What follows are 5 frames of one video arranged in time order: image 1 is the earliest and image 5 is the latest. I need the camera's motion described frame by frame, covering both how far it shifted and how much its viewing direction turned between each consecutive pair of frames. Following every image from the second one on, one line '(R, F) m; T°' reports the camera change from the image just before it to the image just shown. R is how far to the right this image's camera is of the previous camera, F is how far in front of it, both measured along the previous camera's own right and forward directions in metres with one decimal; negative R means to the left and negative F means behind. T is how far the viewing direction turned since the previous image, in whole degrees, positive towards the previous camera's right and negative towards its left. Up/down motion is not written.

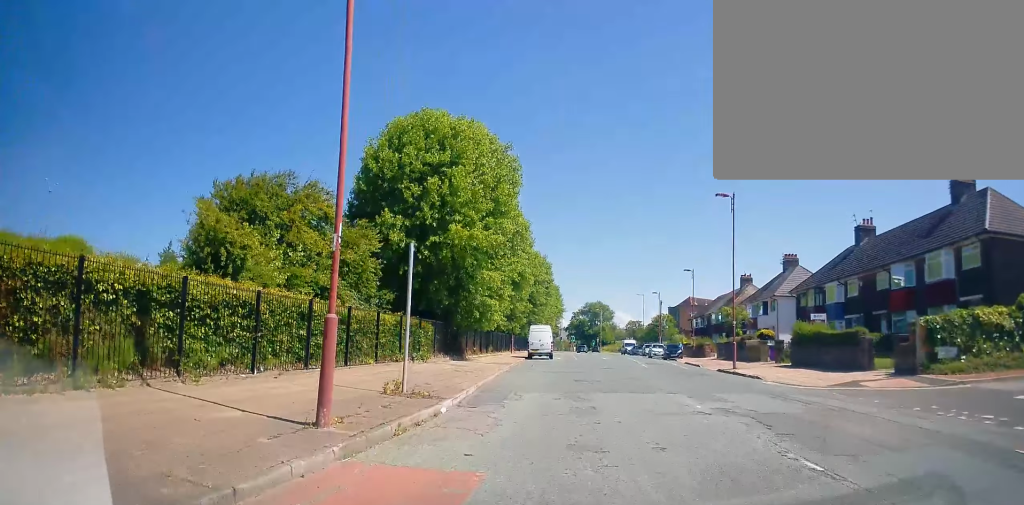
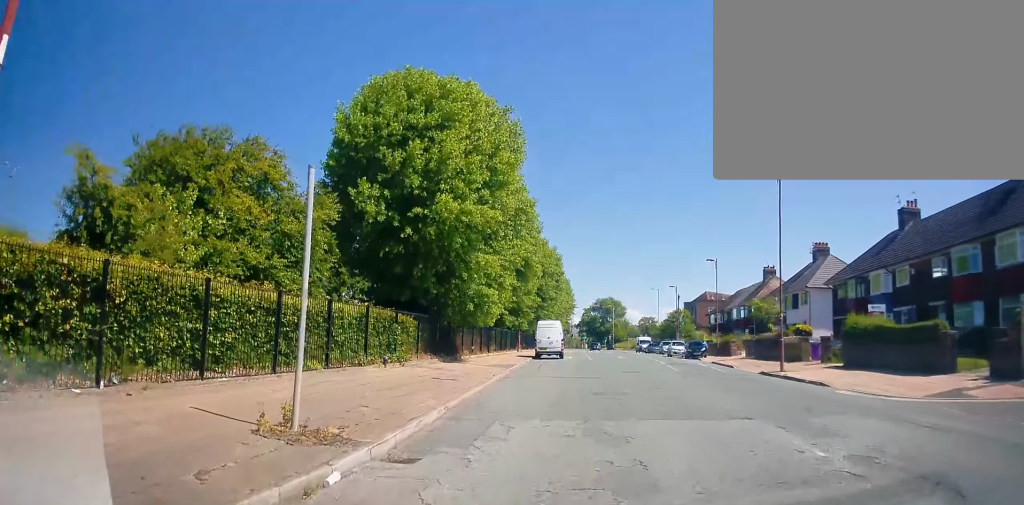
(+0.1, +5.5) m; +2°
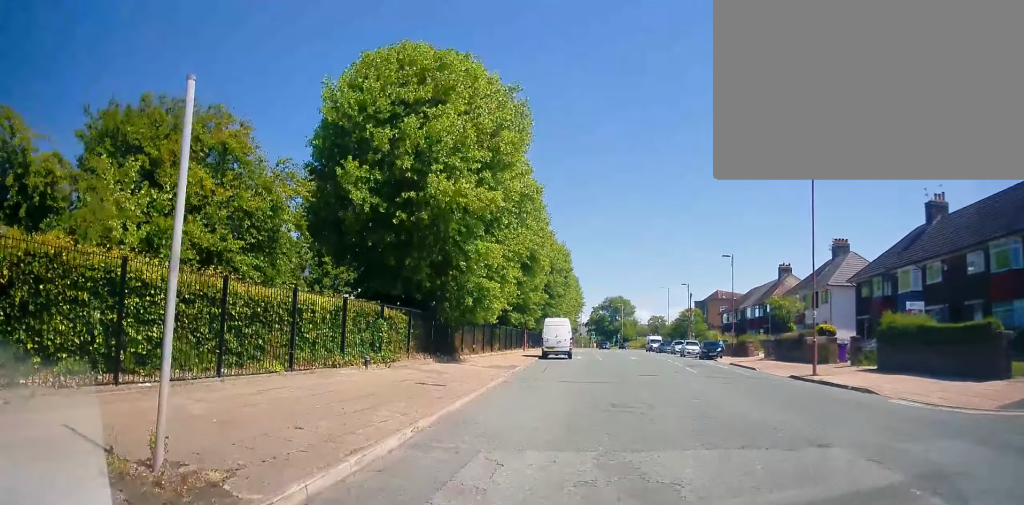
(+0.1, +2.8) m; 0°
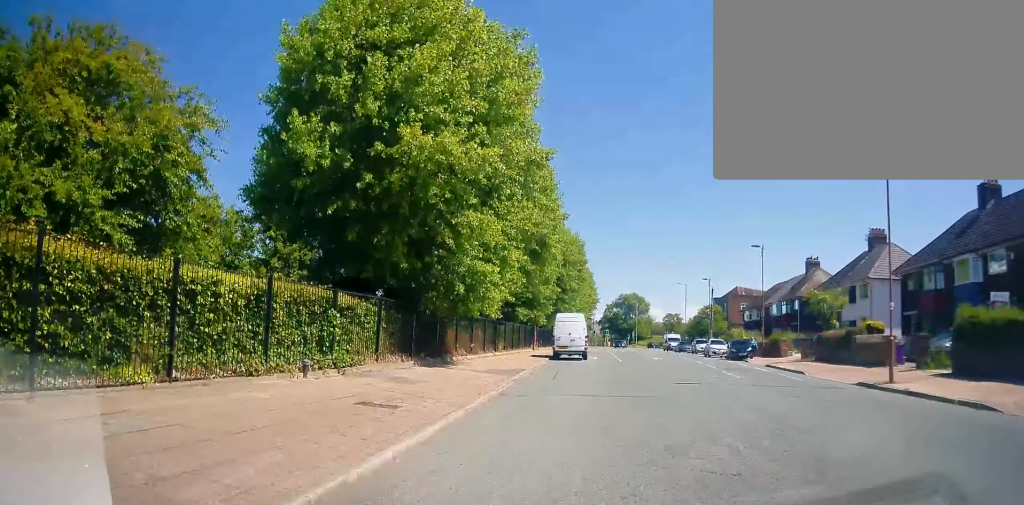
(-0.2, +5.1) m; -4°
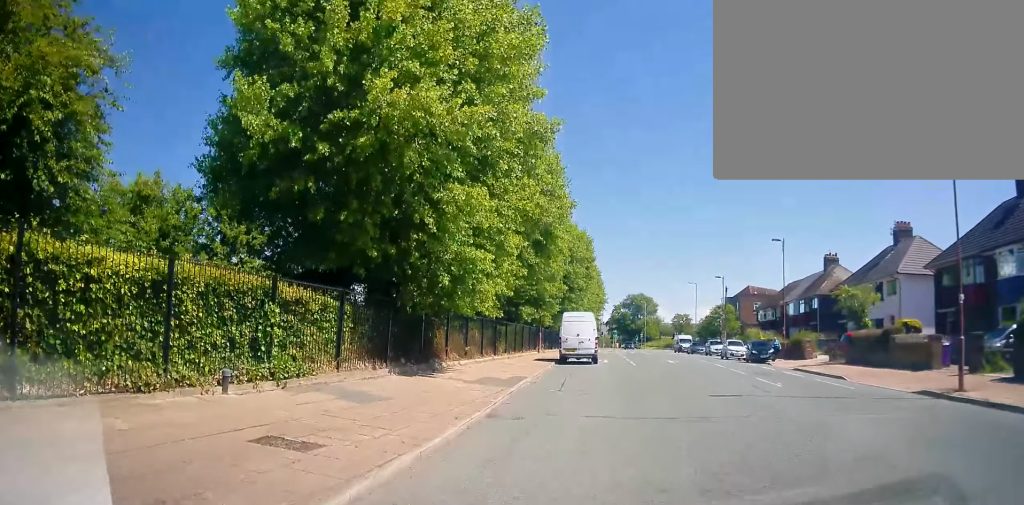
(-0.2, +3.5) m; +1°
